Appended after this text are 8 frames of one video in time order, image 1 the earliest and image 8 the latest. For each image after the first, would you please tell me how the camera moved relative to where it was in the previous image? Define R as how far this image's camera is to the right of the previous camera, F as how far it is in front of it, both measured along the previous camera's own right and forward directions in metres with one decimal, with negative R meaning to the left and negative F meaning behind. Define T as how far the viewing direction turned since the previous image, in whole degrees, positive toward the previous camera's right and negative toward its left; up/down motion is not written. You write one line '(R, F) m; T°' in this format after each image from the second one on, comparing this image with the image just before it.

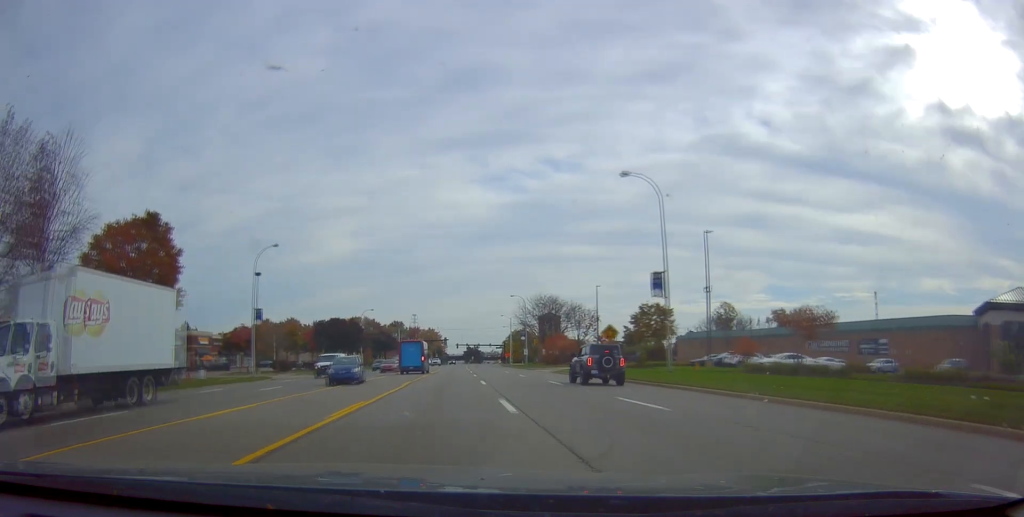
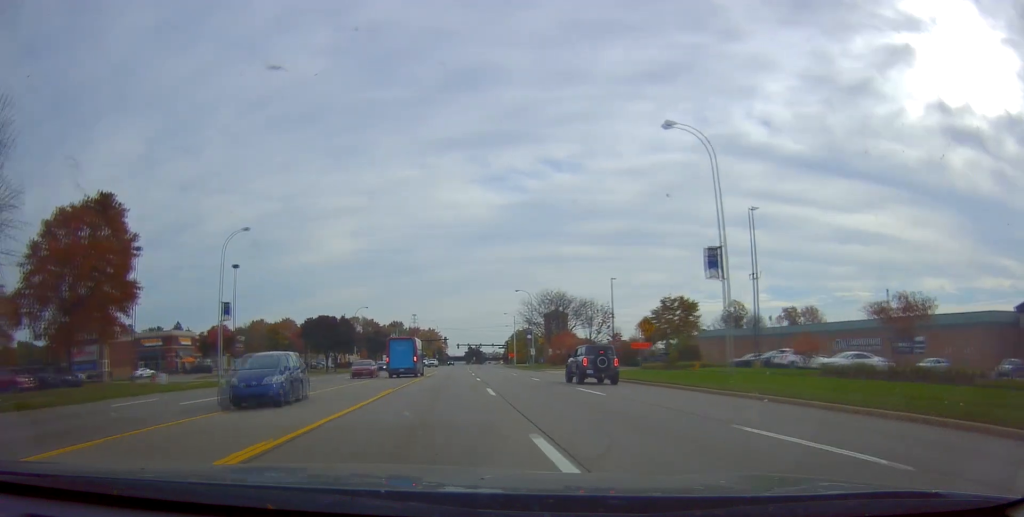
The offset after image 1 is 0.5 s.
(-0.1, +8.5) m; 0°
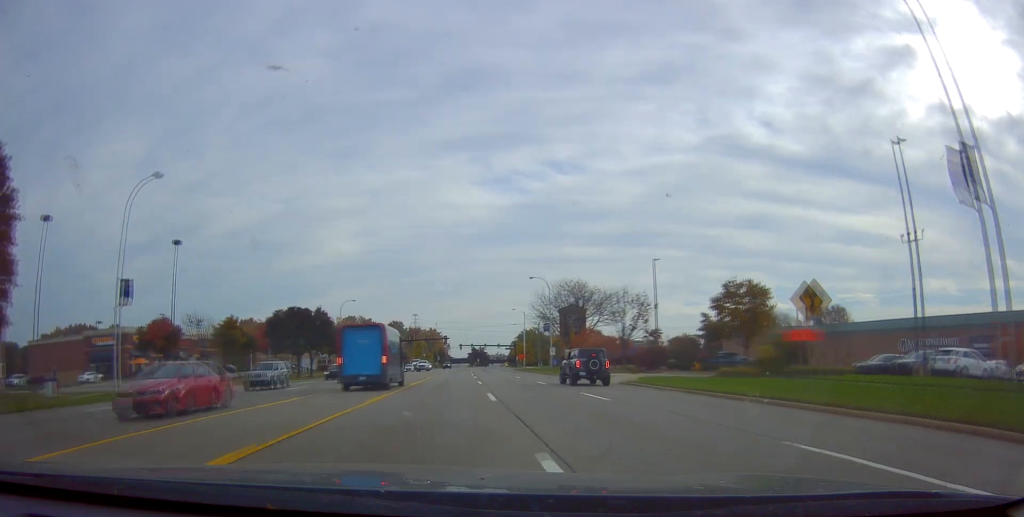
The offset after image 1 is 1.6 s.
(-0.2, +16.9) m; 0°
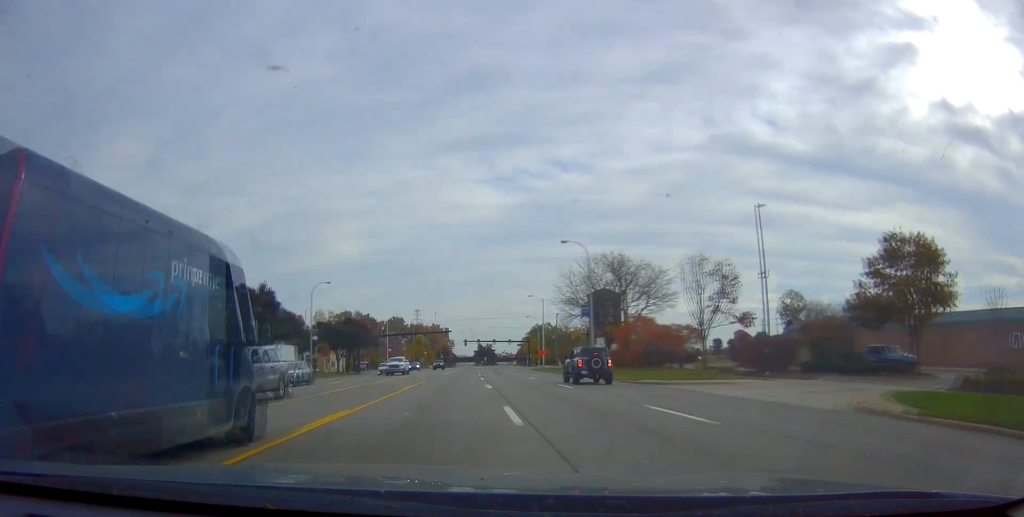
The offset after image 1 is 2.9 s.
(0.0, +22.4) m; 0°
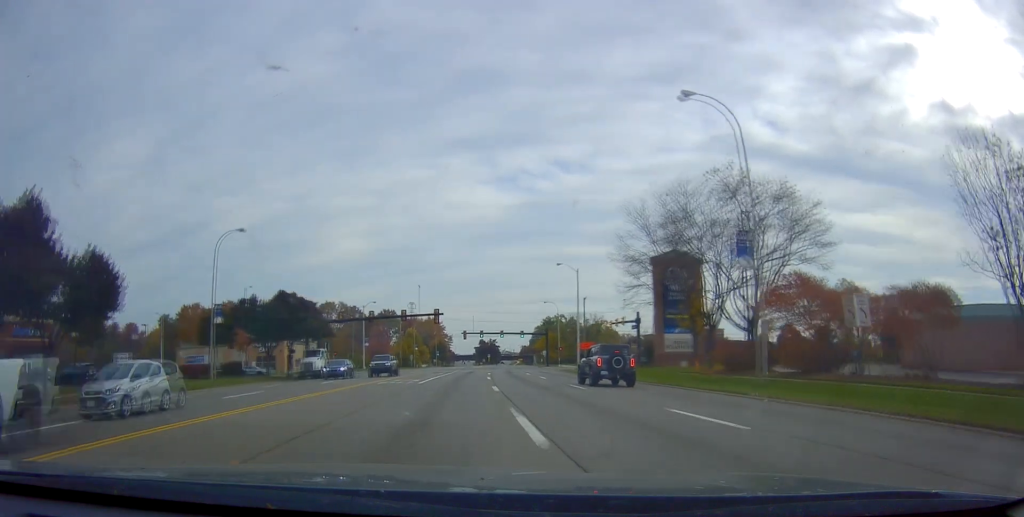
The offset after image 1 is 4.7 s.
(+0.7, +32.4) m; +1°
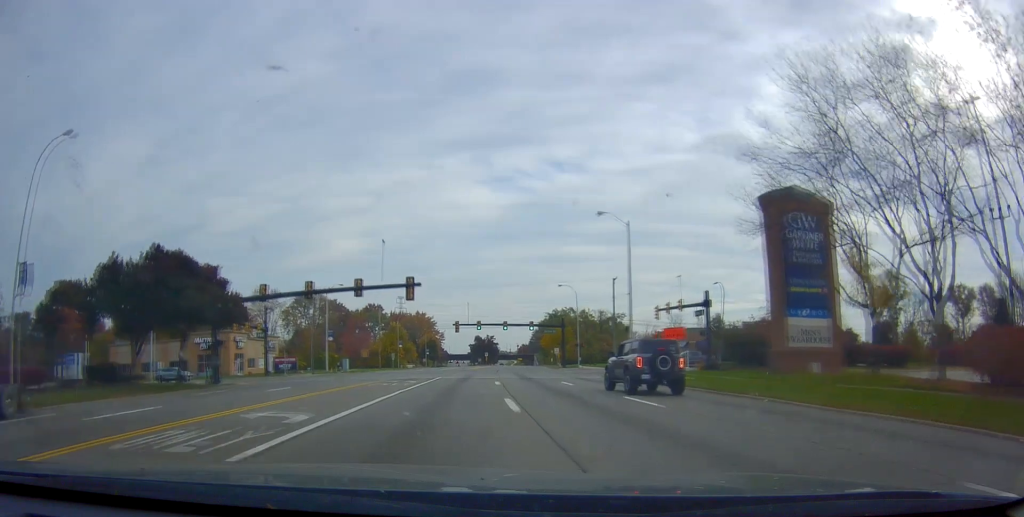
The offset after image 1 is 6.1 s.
(-0.6, +25.0) m; -1°
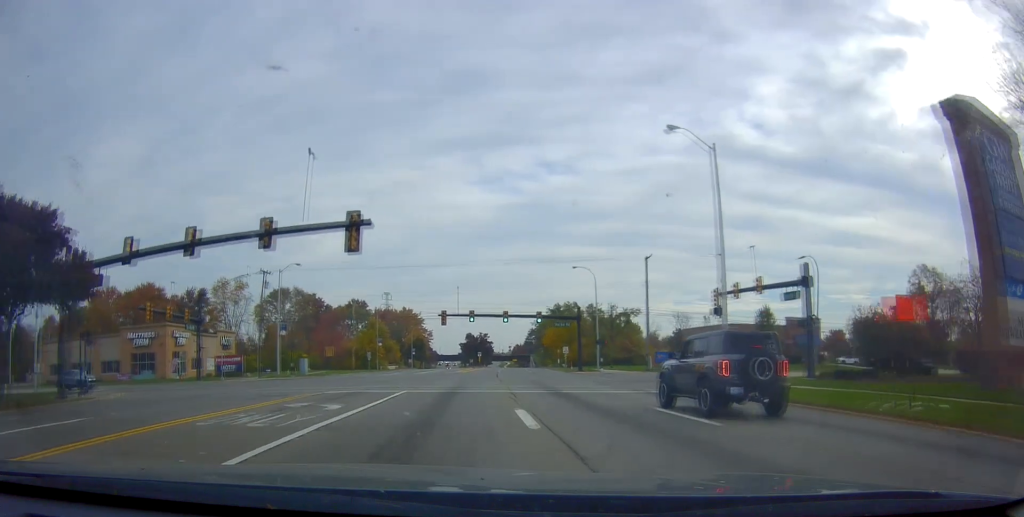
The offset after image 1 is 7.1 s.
(+0.4, +18.5) m; +1°
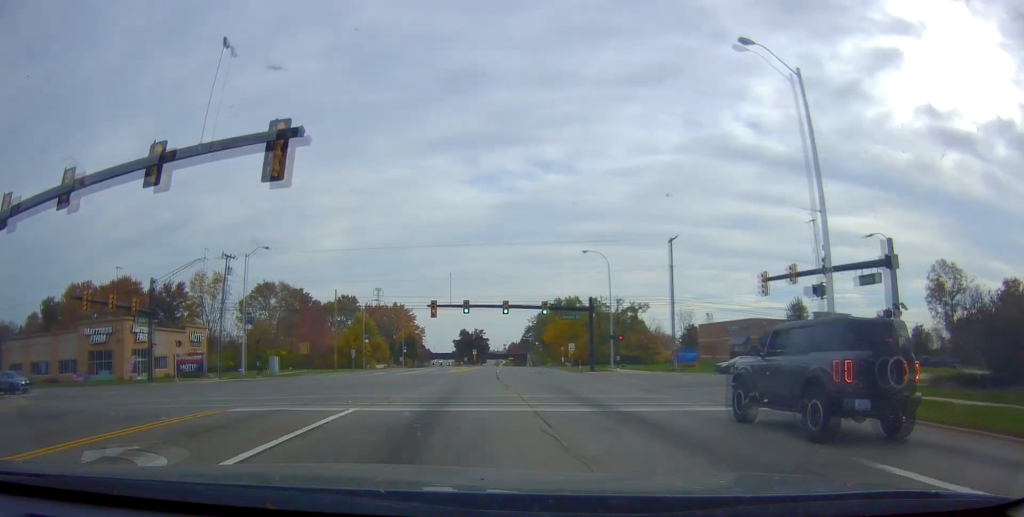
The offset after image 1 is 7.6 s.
(0.0, +9.4) m; 0°
